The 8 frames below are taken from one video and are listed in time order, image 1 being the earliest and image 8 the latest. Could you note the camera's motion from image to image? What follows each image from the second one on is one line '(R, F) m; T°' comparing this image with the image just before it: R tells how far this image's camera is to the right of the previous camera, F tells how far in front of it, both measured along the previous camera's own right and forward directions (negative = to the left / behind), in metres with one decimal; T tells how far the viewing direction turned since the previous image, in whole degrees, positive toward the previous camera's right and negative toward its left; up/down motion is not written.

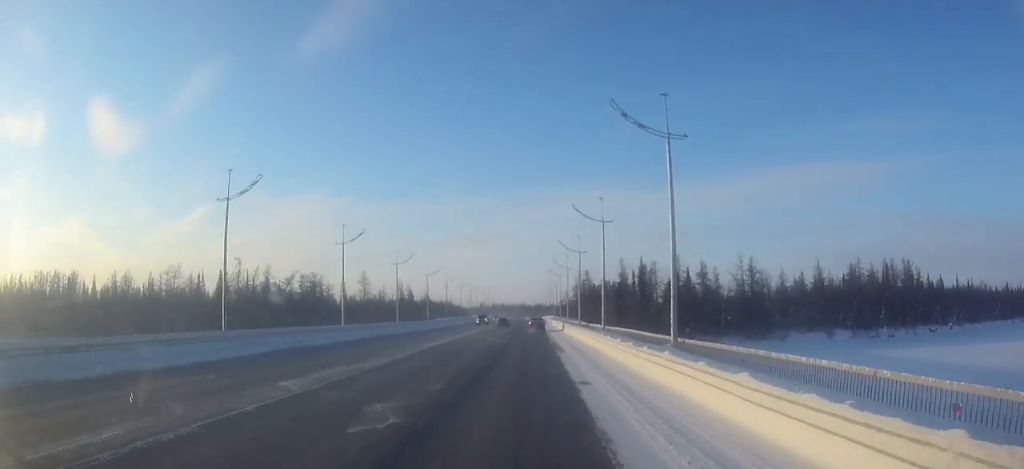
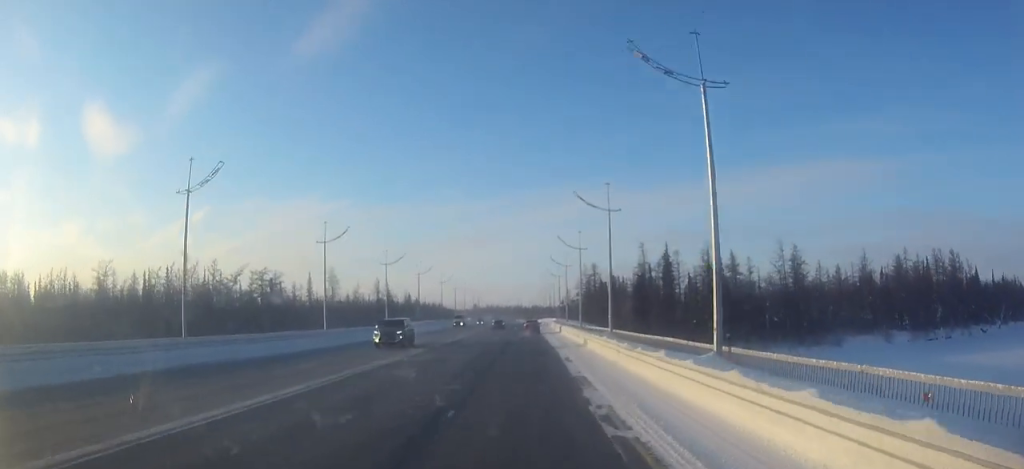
(+0.2, +30.0) m; +1°
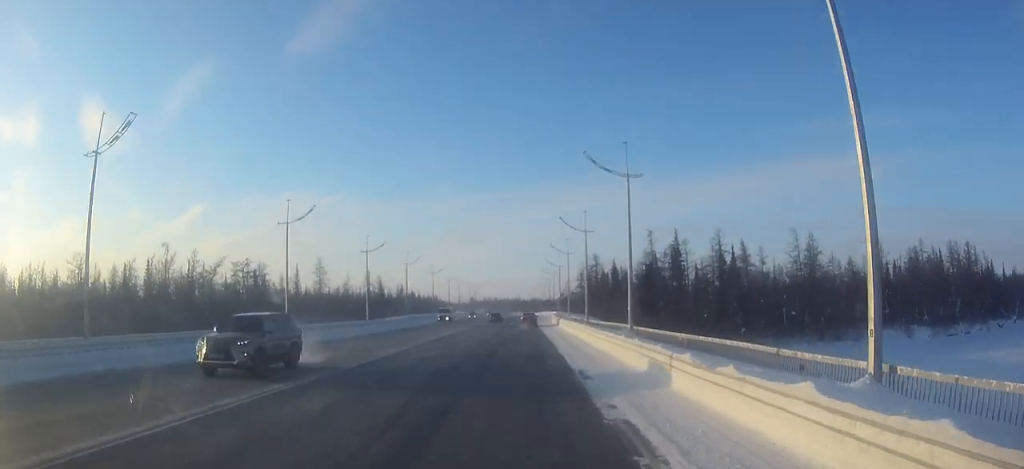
(0.0, +9.0) m; 0°
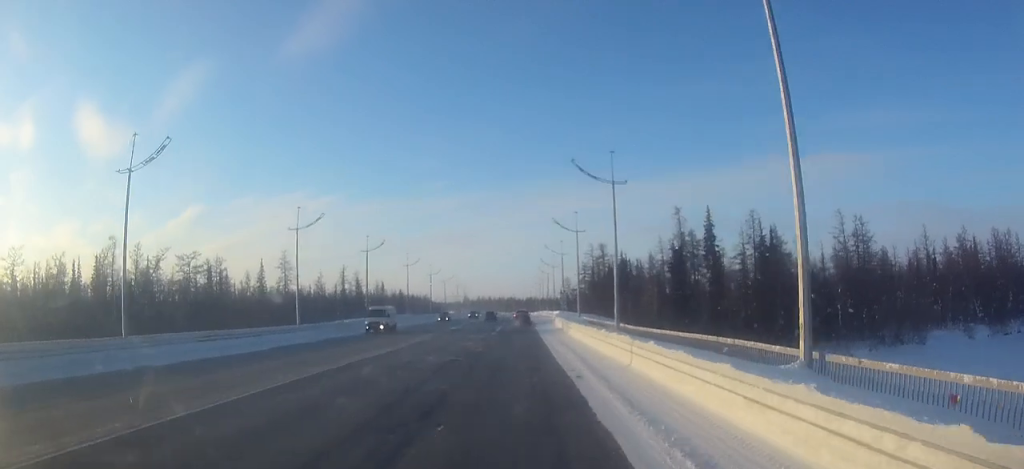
(0.0, +21.6) m; 0°
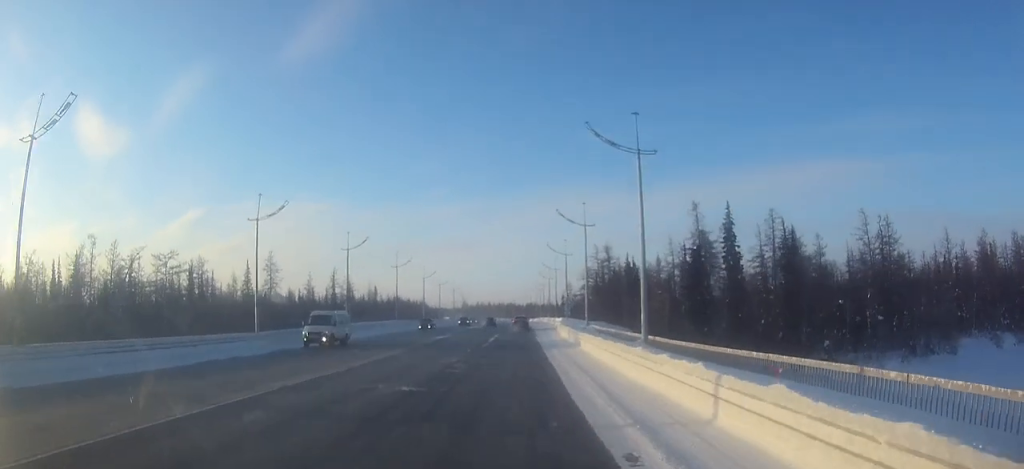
(0.0, +8.4) m; 0°
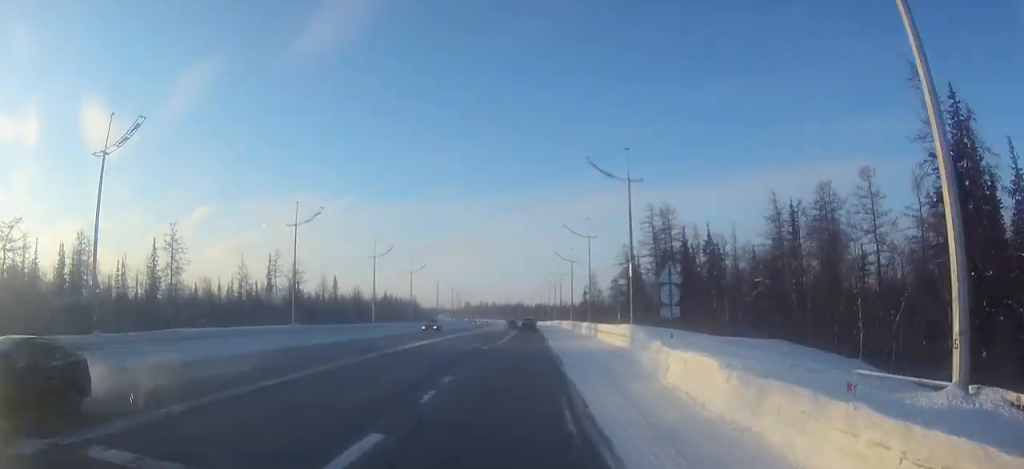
(-0.2, +44.0) m; 0°
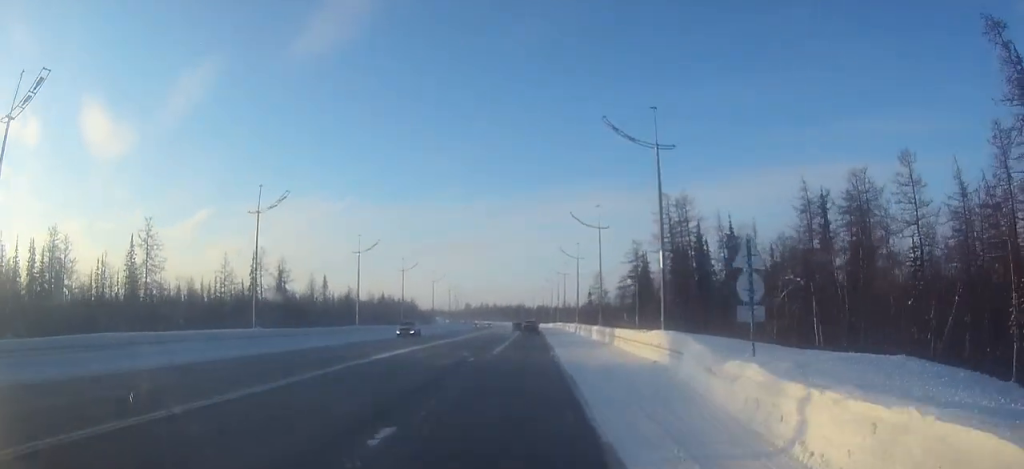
(0.0, +7.7) m; 0°
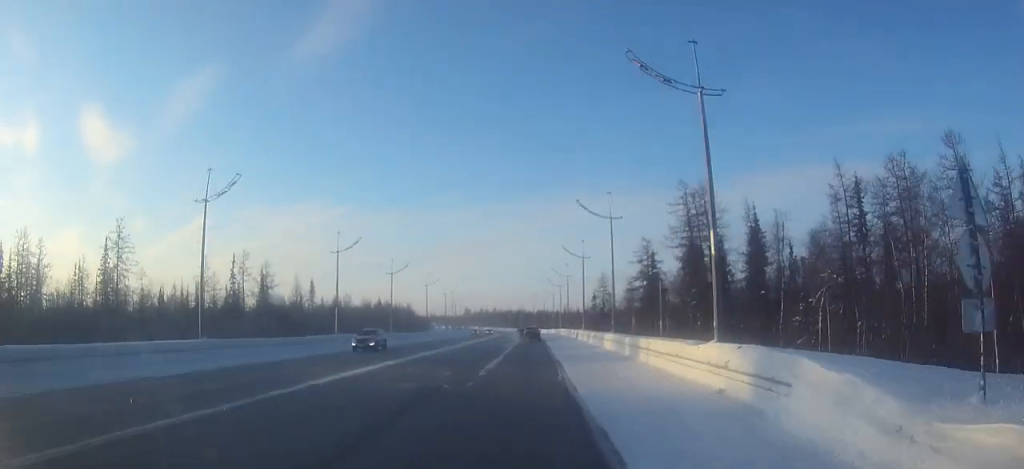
(0.0, +7.6) m; 0°
